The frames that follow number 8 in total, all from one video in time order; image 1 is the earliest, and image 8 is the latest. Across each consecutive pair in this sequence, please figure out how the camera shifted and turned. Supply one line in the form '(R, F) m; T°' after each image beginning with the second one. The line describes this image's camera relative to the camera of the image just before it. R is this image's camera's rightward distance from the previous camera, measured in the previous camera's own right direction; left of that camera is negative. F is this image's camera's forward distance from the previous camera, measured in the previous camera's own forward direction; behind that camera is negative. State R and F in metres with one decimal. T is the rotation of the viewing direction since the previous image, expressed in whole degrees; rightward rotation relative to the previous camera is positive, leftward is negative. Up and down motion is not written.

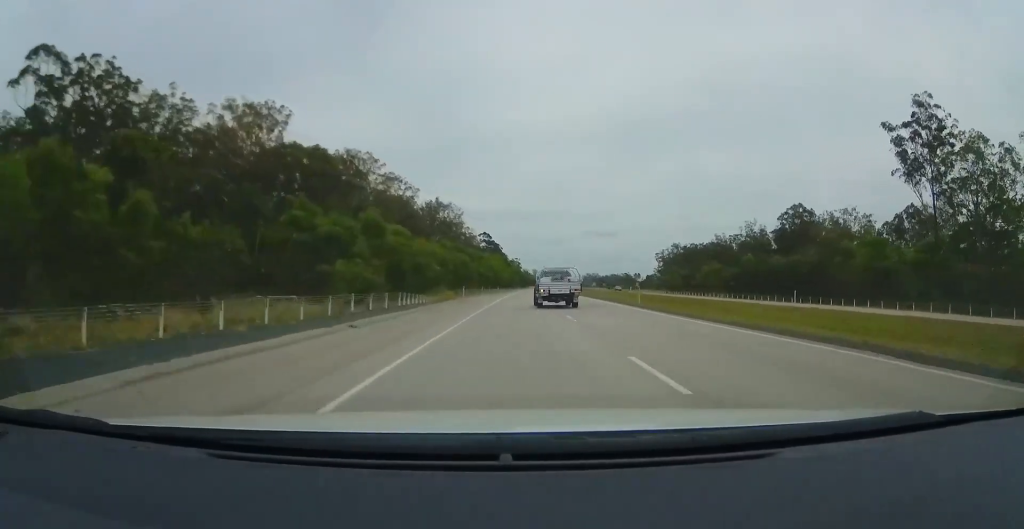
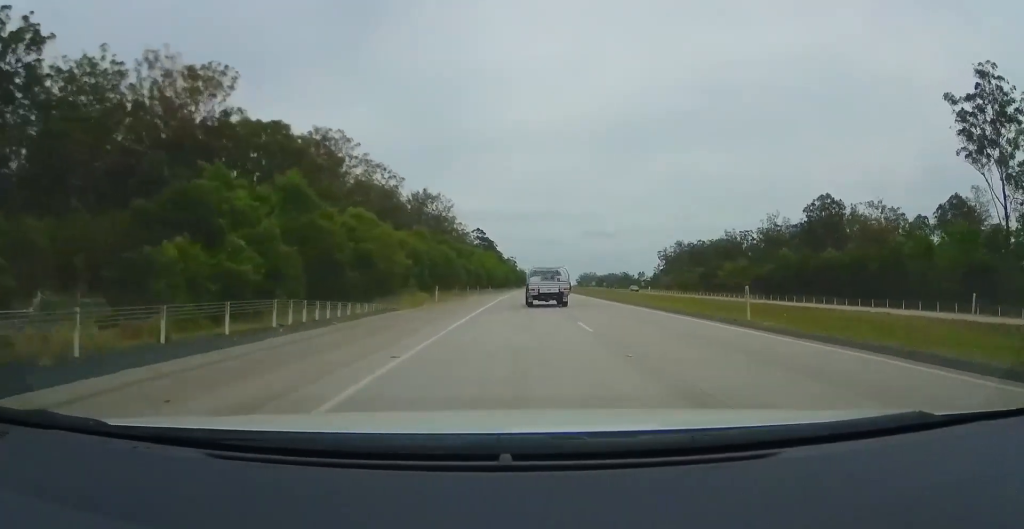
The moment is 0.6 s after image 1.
(+0.1, +16.8) m; 0°
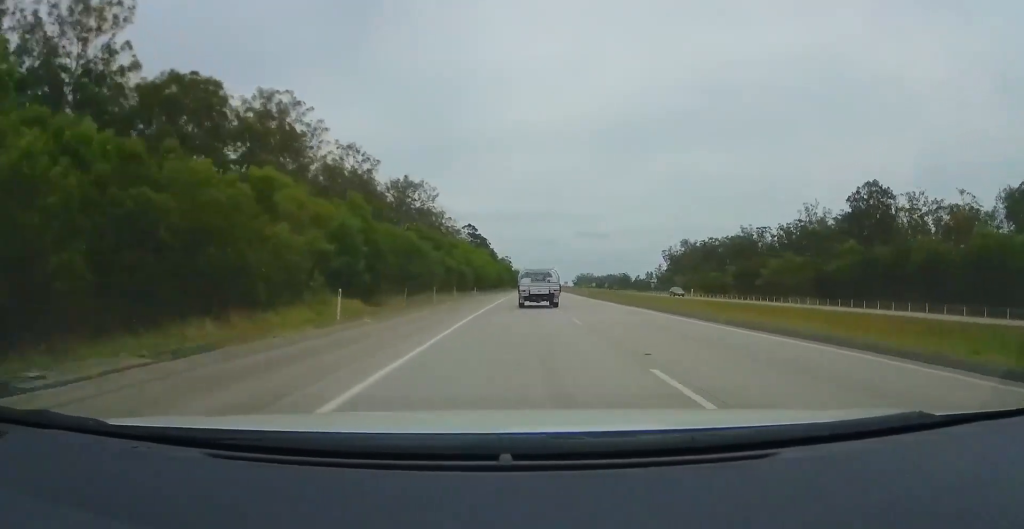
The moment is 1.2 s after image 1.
(-0.1, +20.3) m; +1°
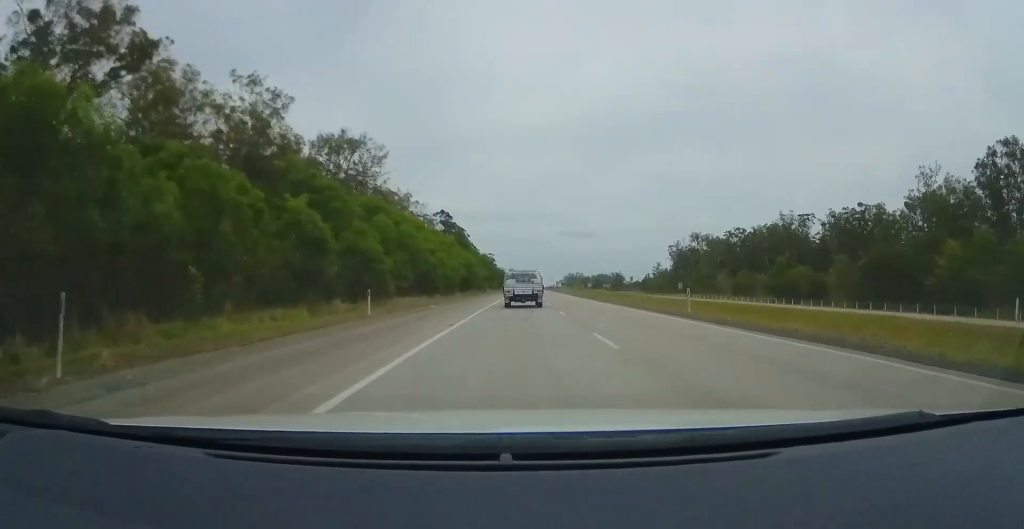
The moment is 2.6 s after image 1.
(+1.0, +41.9) m; +2°
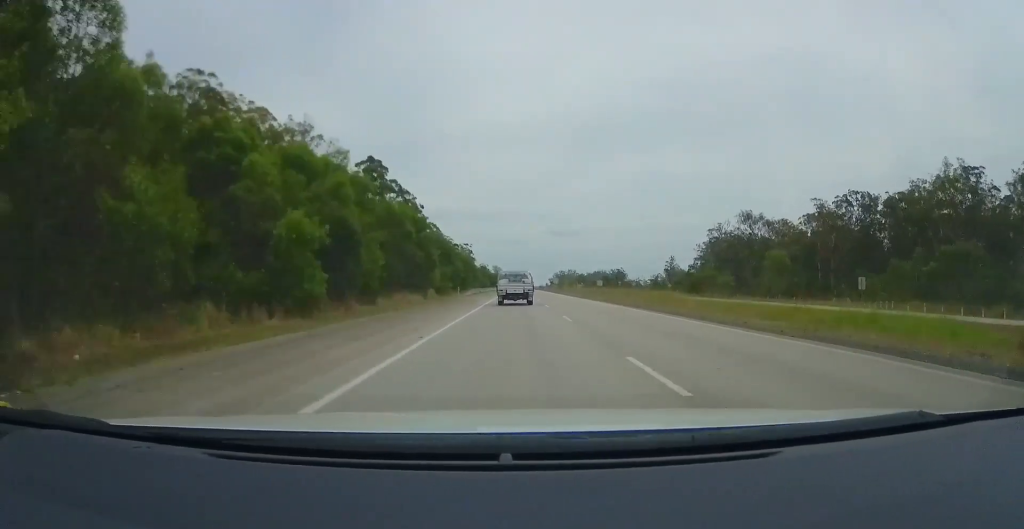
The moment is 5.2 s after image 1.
(-0.5, +75.5) m; 0°
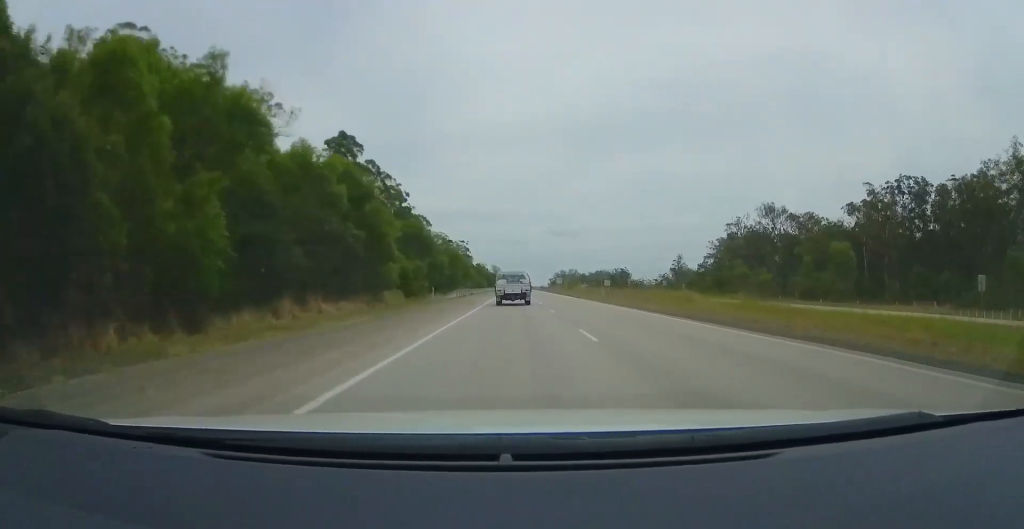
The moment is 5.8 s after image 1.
(+0.1, +18.0) m; 0°
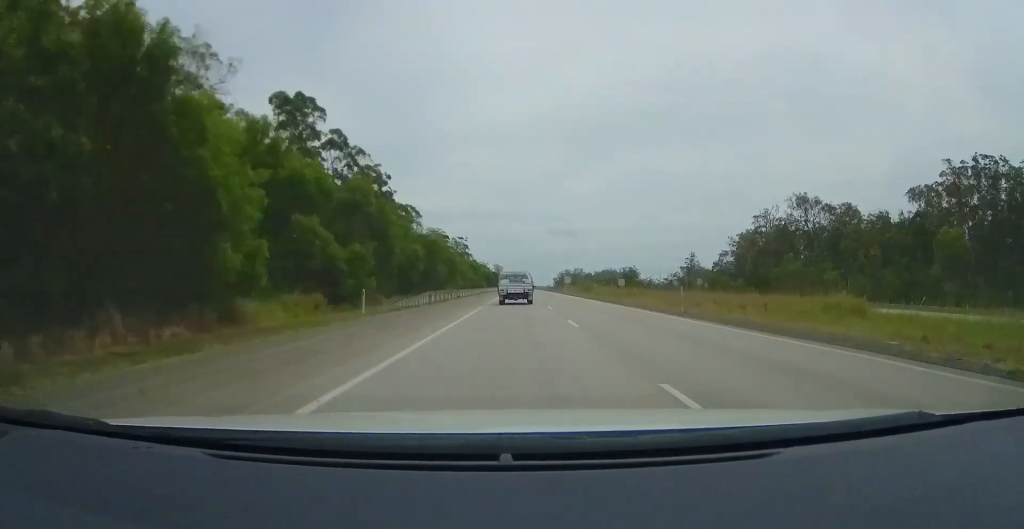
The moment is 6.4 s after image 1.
(+0.4, +20.4) m; 0°
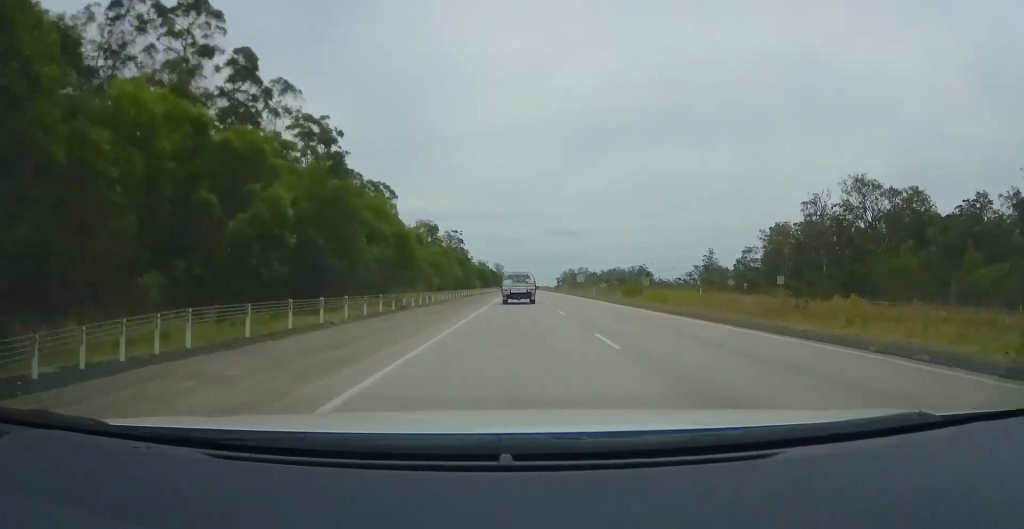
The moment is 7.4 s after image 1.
(-0.4, +28.6) m; -1°
